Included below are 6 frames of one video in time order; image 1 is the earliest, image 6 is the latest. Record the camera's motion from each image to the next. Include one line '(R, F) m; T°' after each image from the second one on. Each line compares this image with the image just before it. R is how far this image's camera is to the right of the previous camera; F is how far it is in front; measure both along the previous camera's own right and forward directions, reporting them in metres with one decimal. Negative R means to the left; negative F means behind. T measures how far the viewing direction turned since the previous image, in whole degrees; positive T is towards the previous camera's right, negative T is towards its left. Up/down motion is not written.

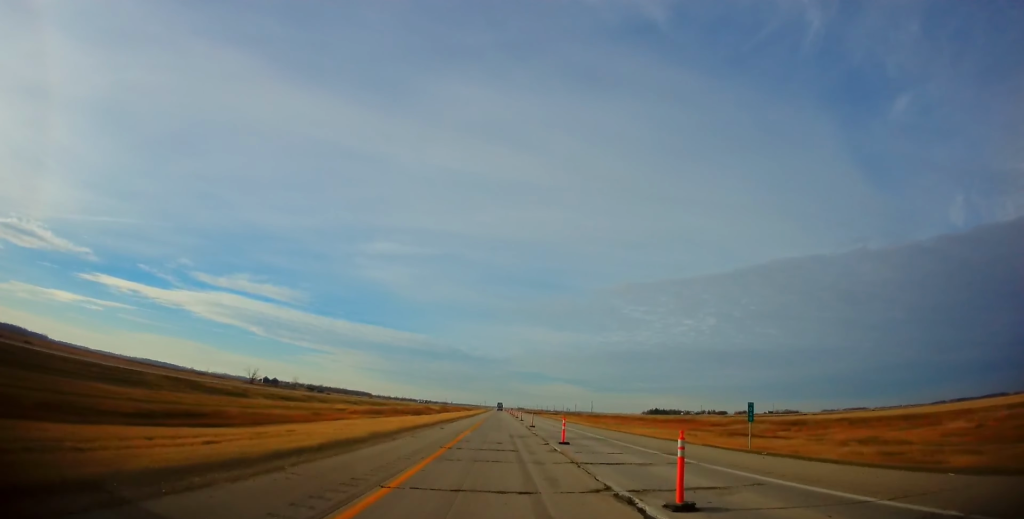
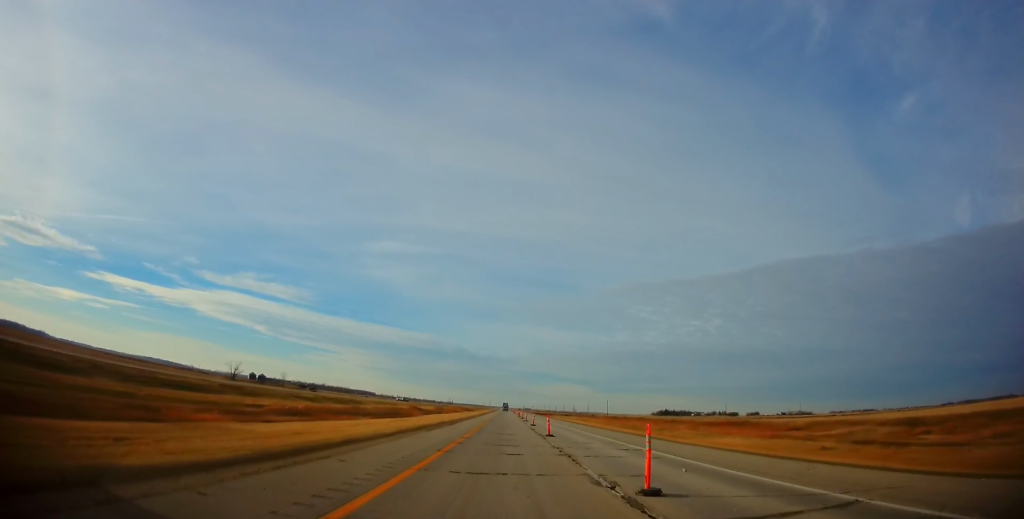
(+0.1, +34.1) m; 0°
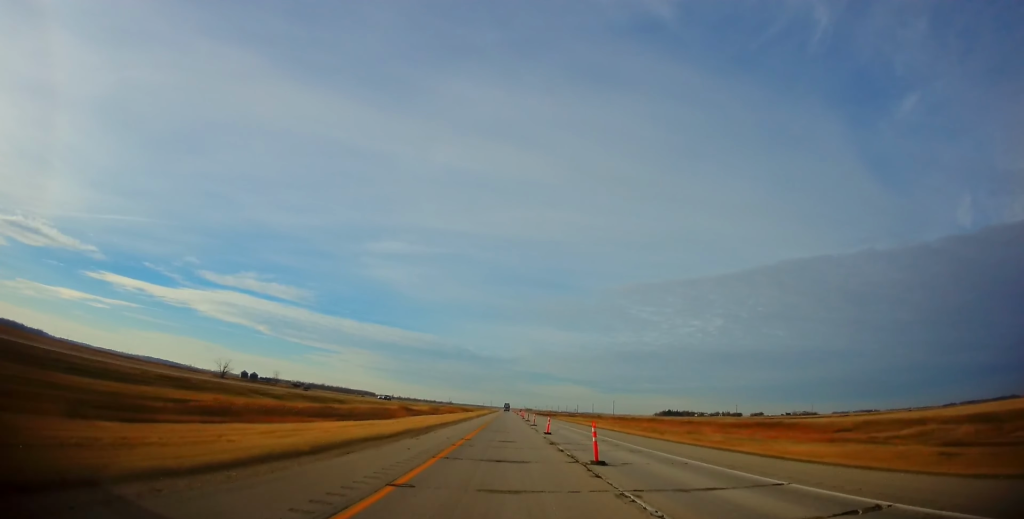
(0.0, +15.2) m; 0°
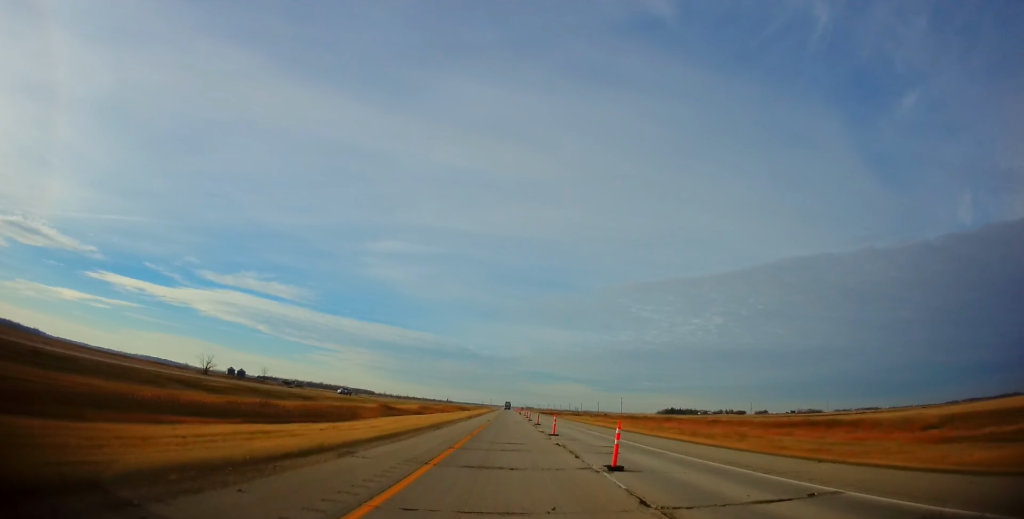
(-0.1, +20.2) m; -1°
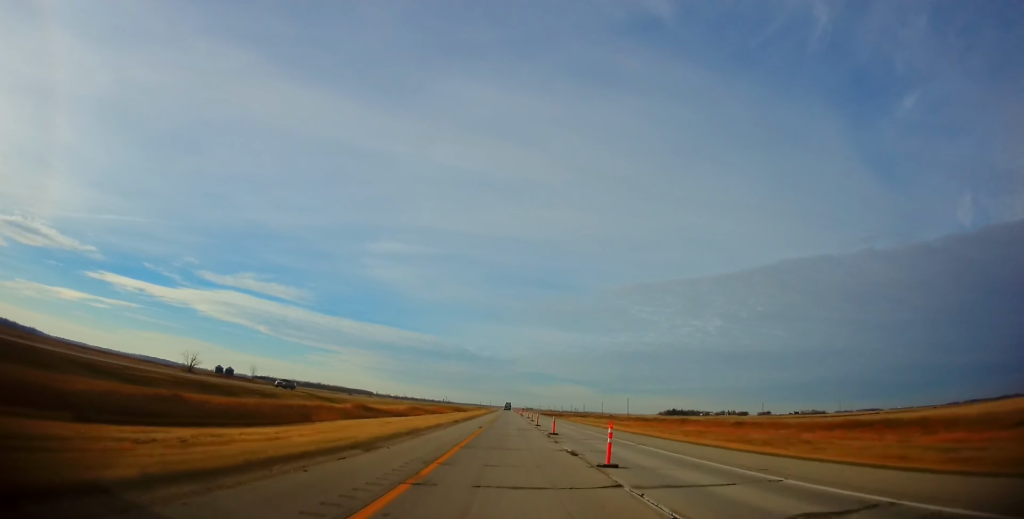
(-0.2, +15.8) m; 0°
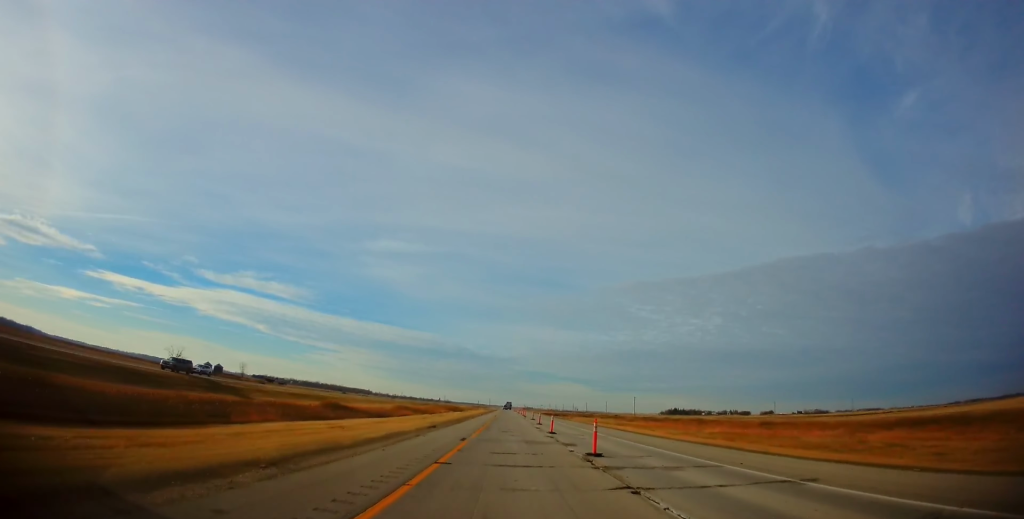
(+0.2, +14.5) m; 0°
